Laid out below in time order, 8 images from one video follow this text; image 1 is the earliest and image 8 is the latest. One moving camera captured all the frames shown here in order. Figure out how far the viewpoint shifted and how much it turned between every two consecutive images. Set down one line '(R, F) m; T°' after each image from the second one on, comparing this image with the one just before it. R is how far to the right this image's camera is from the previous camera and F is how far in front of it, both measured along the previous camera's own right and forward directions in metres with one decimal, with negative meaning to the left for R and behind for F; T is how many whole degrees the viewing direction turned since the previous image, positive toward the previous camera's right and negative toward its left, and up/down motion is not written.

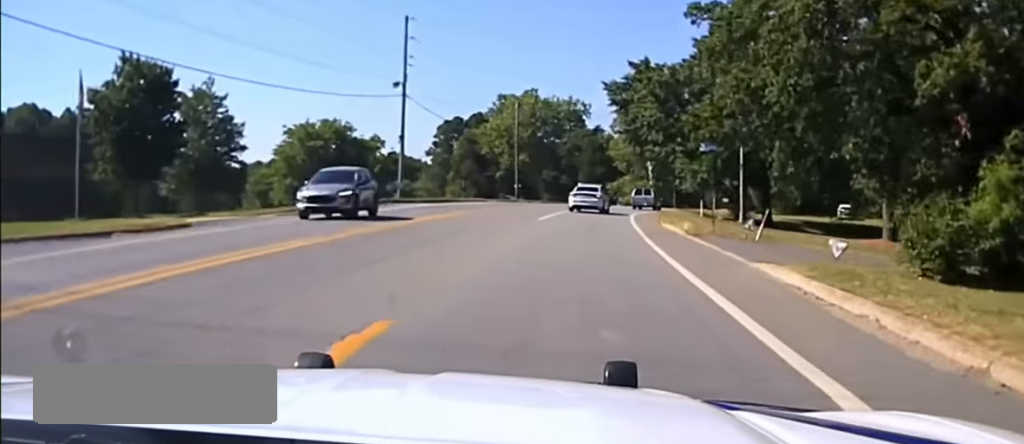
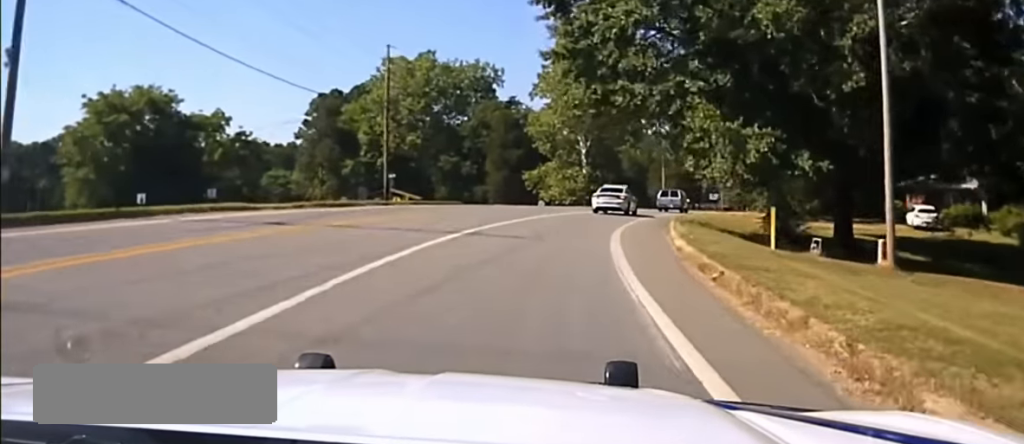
(+0.9, +35.7) m; +5°
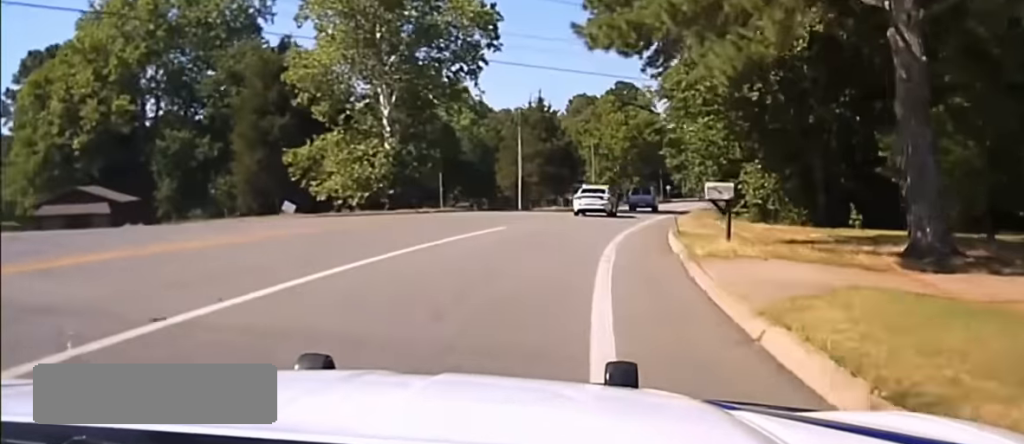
(+3.6, +45.7) m; +9°
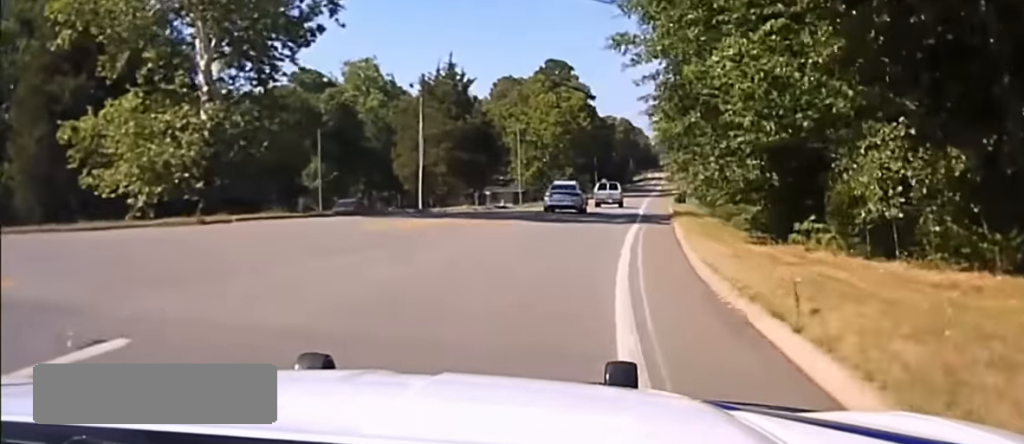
(+1.2, +22.8) m; +3°
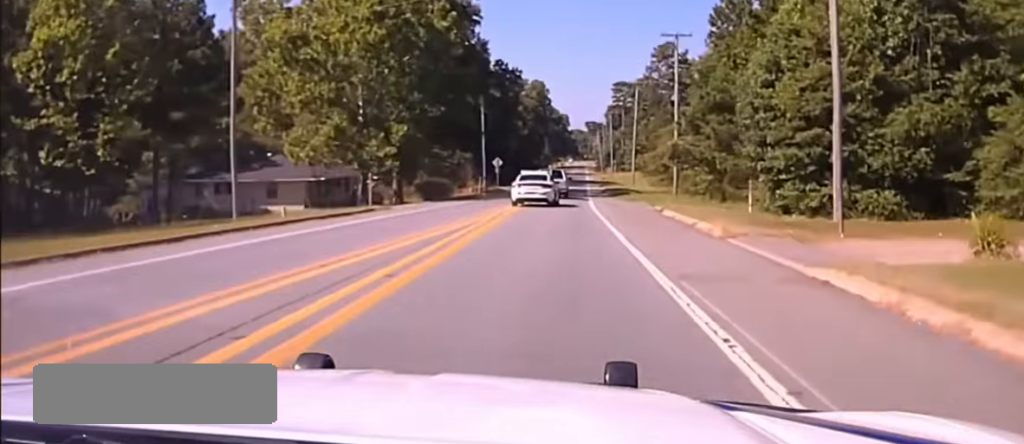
(+5.1, +86.7) m; +5°
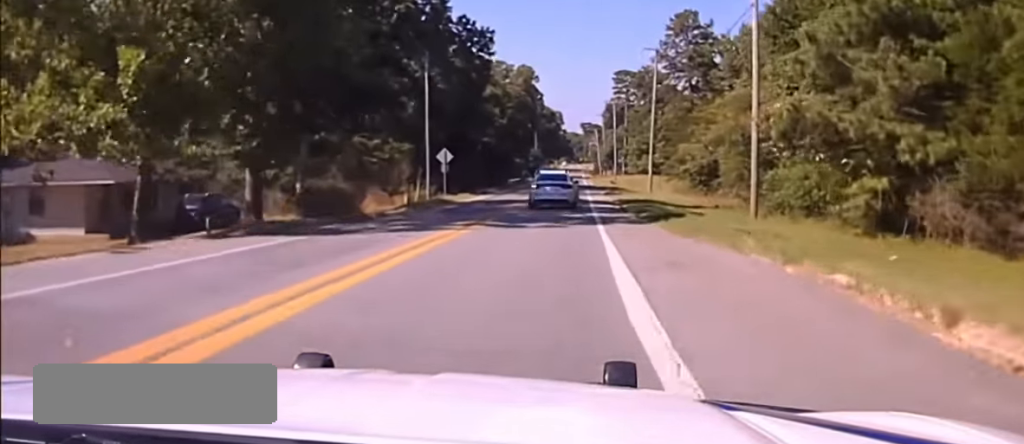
(+0.1, +32.1) m; 0°
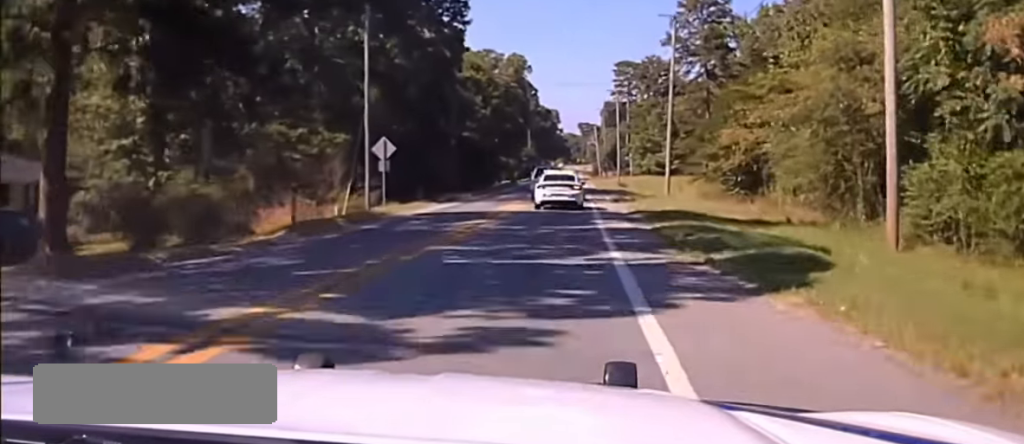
(+0.1, +17.0) m; 0°
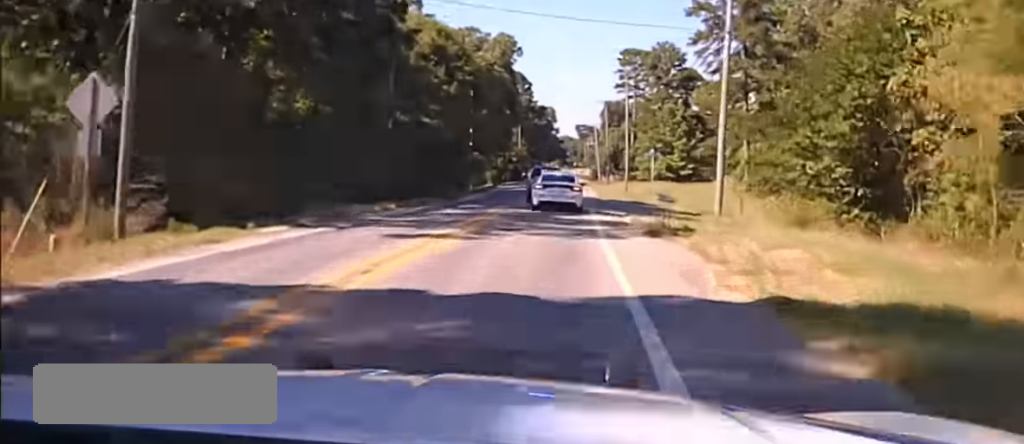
(0.0, +21.4) m; 0°
